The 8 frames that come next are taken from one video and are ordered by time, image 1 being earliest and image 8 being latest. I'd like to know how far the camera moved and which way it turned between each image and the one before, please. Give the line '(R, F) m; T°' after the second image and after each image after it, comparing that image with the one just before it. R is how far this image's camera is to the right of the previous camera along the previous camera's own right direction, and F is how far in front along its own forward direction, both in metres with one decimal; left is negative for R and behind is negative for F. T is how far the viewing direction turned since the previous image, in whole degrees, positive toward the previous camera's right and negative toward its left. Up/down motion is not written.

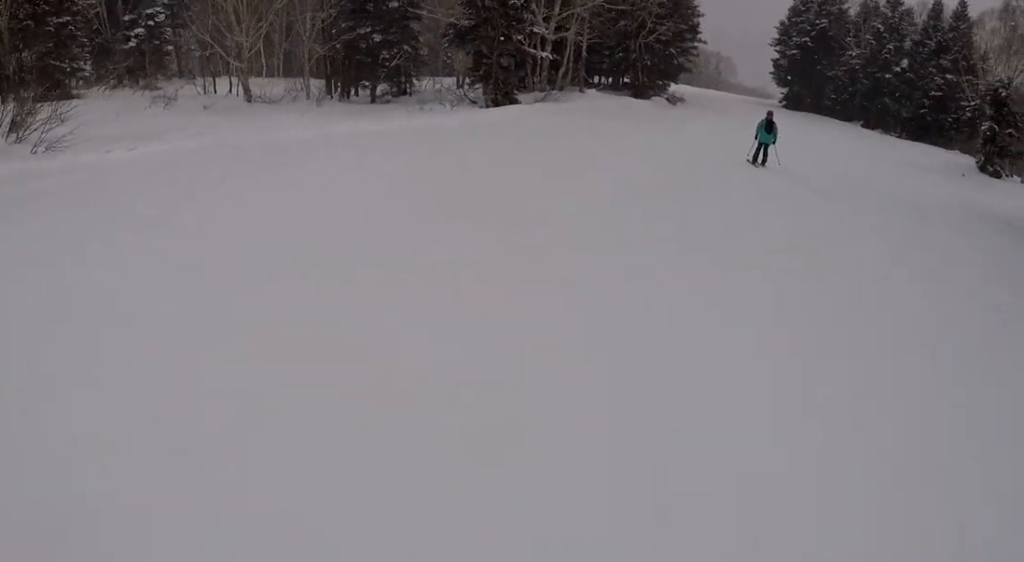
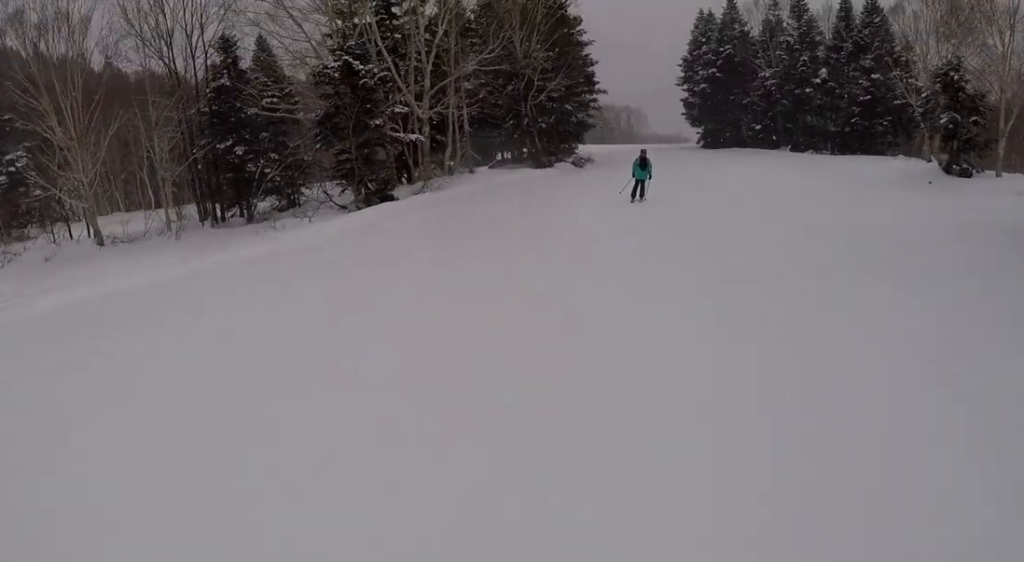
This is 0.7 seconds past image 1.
(+0.2, +6.4) m; +5°
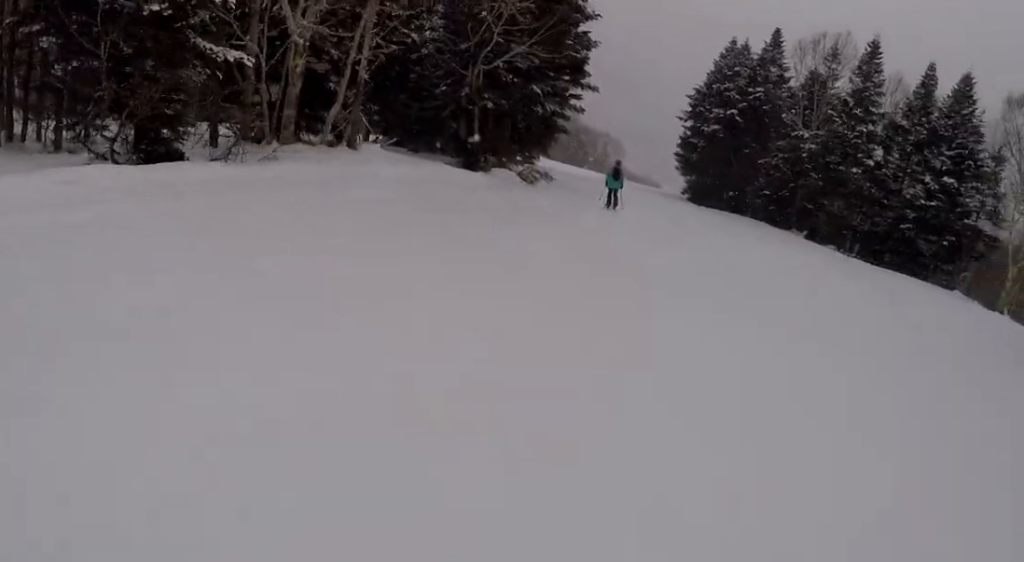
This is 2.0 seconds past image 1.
(+0.8, +13.2) m; 0°
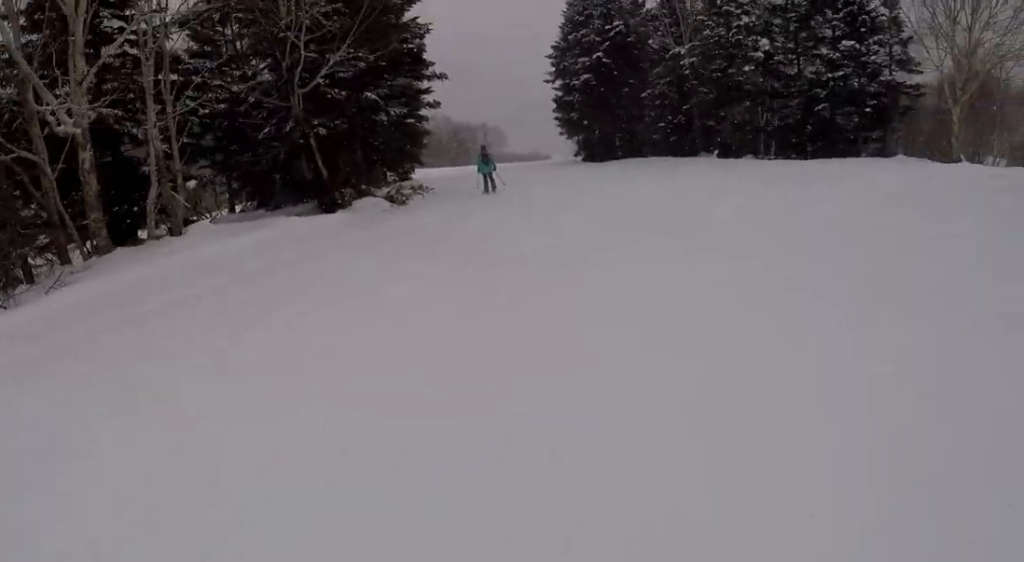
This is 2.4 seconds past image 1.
(-0.3, +4.1) m; -3°
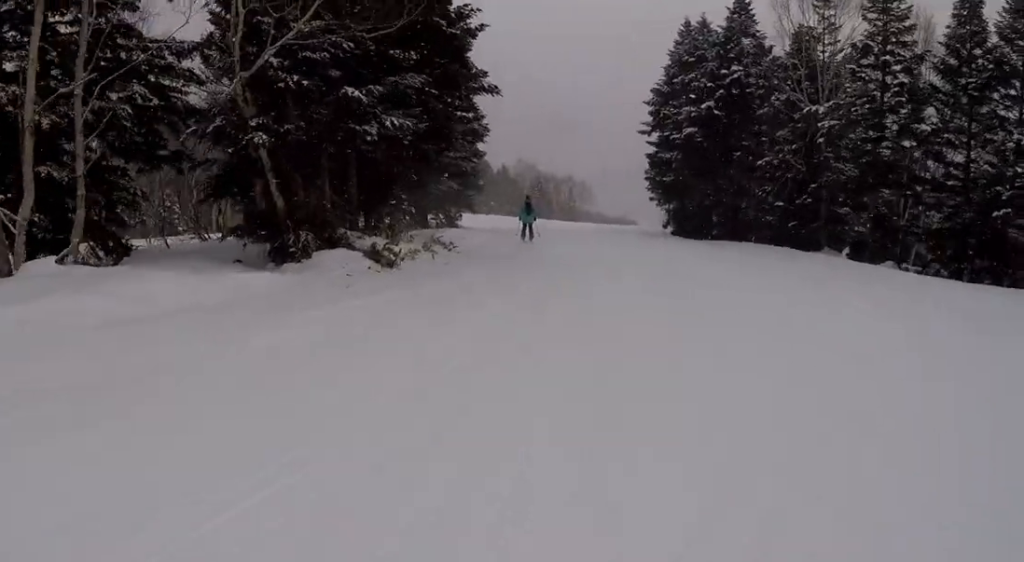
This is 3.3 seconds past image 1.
(-0.4, +7.7) m; 0°
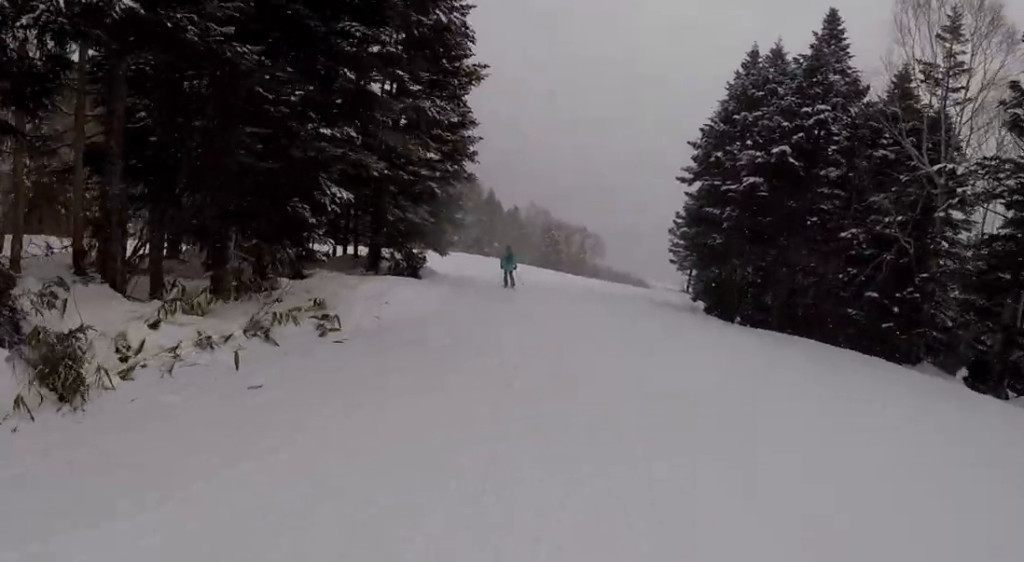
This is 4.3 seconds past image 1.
(+0.4, +9.3) m; +3°
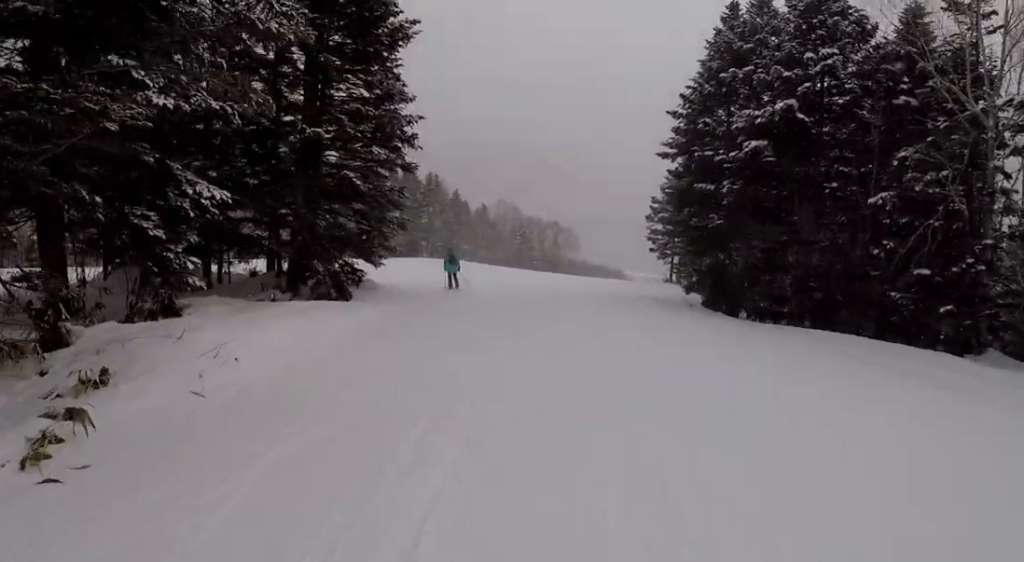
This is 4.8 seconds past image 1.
(+1.2, +4.9) m; -3°
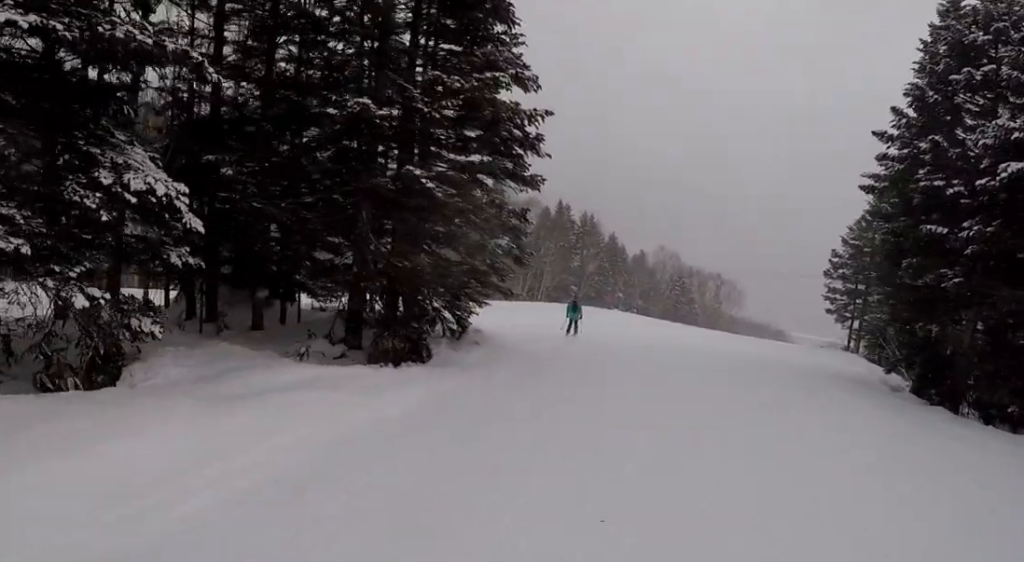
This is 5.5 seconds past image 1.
(-1.5, +5.3) m; -7°
